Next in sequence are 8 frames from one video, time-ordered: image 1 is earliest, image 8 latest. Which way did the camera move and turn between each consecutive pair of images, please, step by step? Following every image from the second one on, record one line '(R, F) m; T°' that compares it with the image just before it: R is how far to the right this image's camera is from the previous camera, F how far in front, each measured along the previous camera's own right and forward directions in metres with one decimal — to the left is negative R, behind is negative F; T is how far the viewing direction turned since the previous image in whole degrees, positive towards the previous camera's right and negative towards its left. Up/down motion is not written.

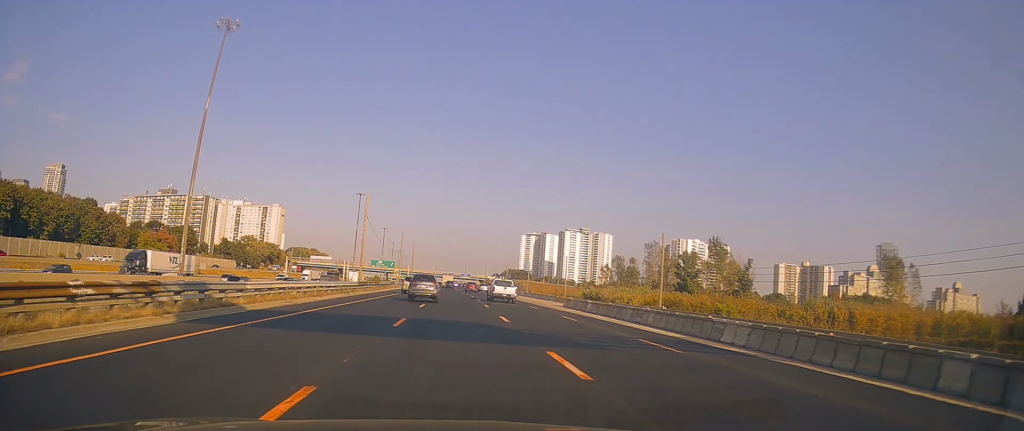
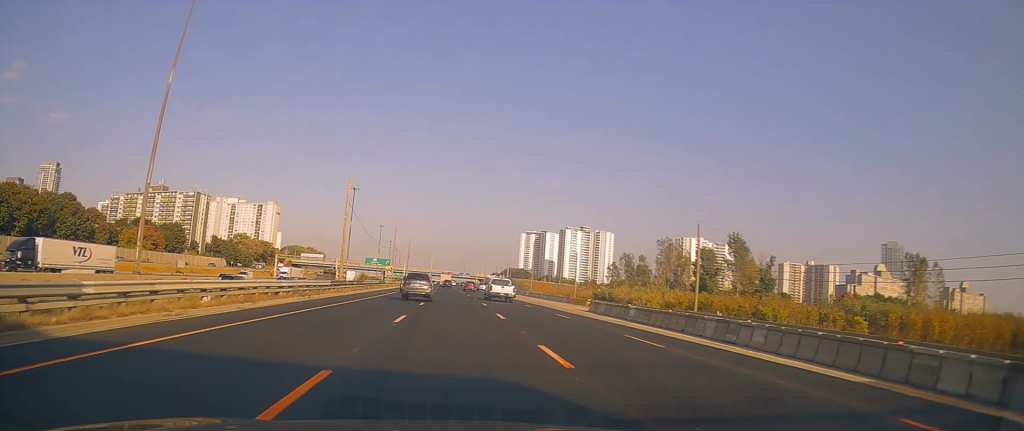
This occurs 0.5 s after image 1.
(-0.1, +11.1) m; +1°
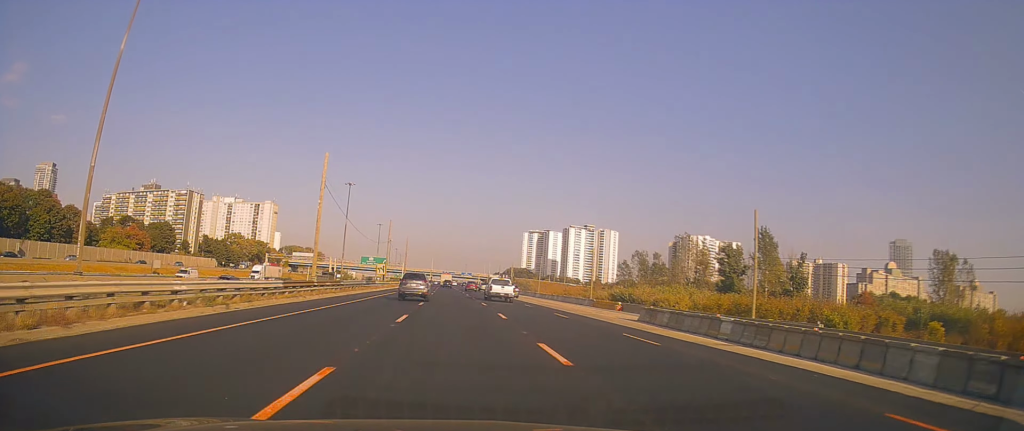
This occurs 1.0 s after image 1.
(+0.3, +11.8) m; +1°
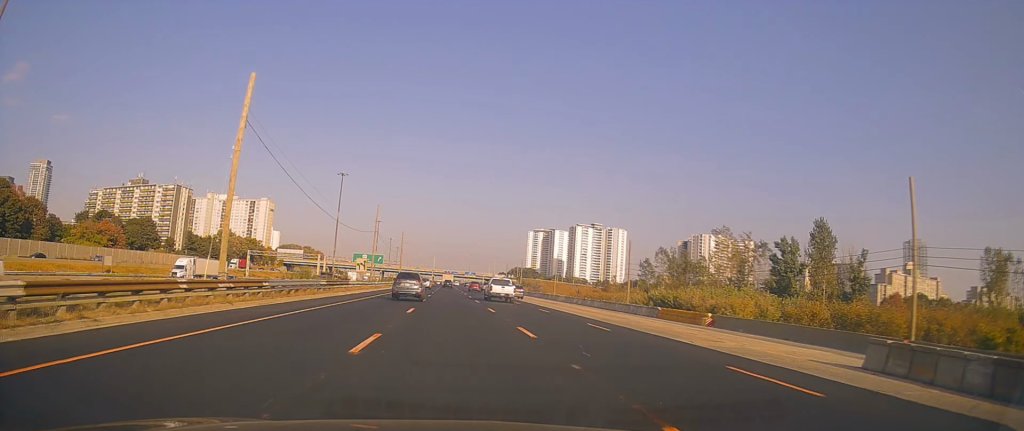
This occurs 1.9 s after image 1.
(+0.2, +19.3) m; 0°
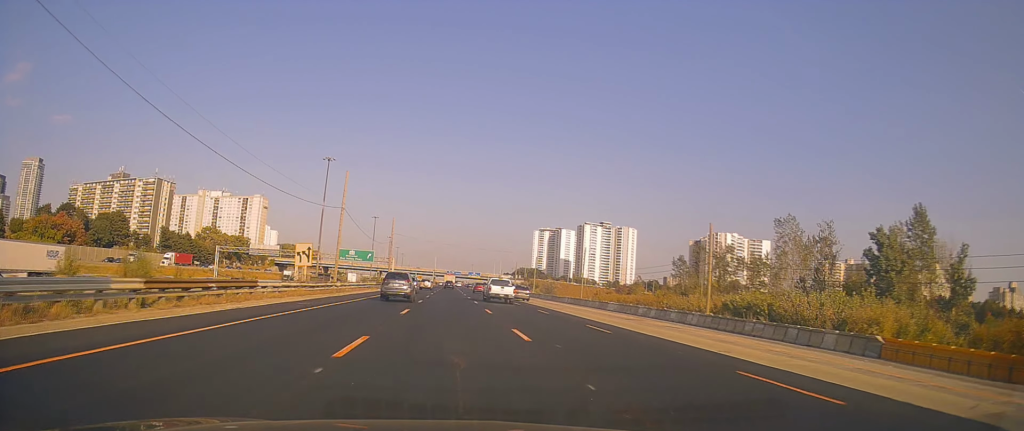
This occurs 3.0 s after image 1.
(-0.3, +24.8) m; -2°
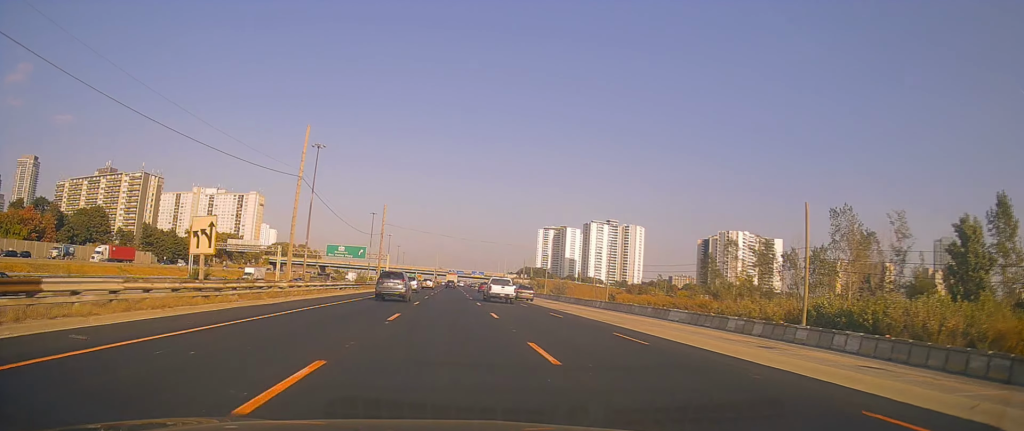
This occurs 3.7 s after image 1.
(-0.2, +15.9) m; -1°
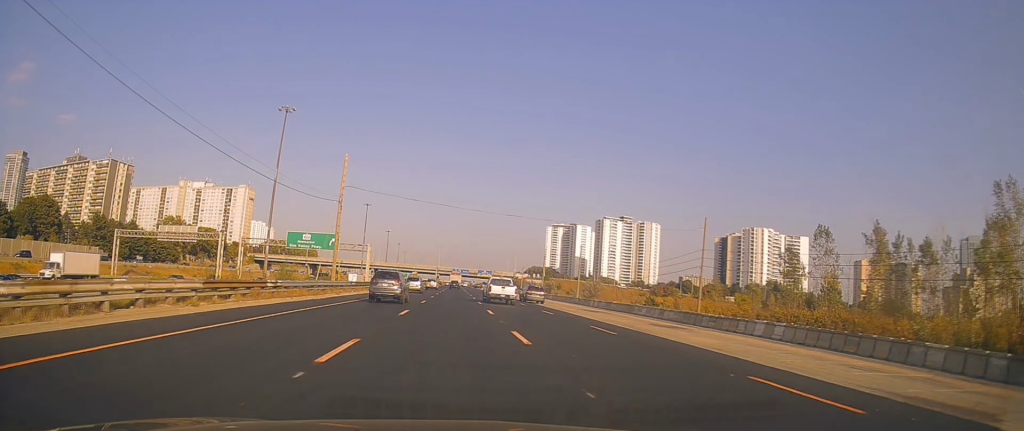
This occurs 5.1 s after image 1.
(0.0, +32.9) m; 0°
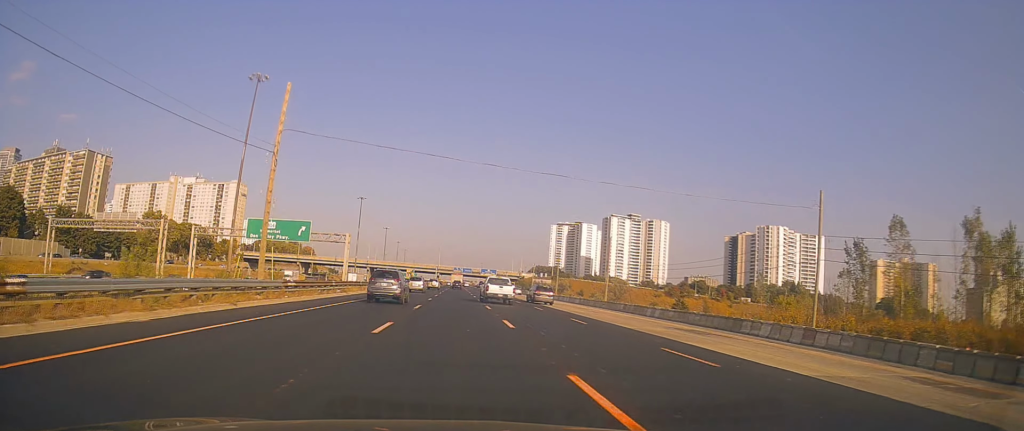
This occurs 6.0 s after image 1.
(0.0, +19.4) m; 0°
